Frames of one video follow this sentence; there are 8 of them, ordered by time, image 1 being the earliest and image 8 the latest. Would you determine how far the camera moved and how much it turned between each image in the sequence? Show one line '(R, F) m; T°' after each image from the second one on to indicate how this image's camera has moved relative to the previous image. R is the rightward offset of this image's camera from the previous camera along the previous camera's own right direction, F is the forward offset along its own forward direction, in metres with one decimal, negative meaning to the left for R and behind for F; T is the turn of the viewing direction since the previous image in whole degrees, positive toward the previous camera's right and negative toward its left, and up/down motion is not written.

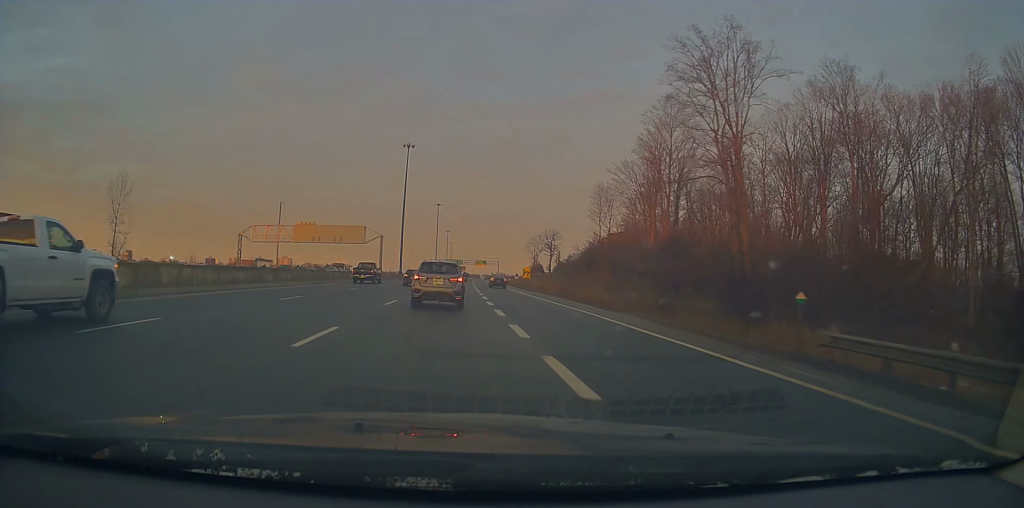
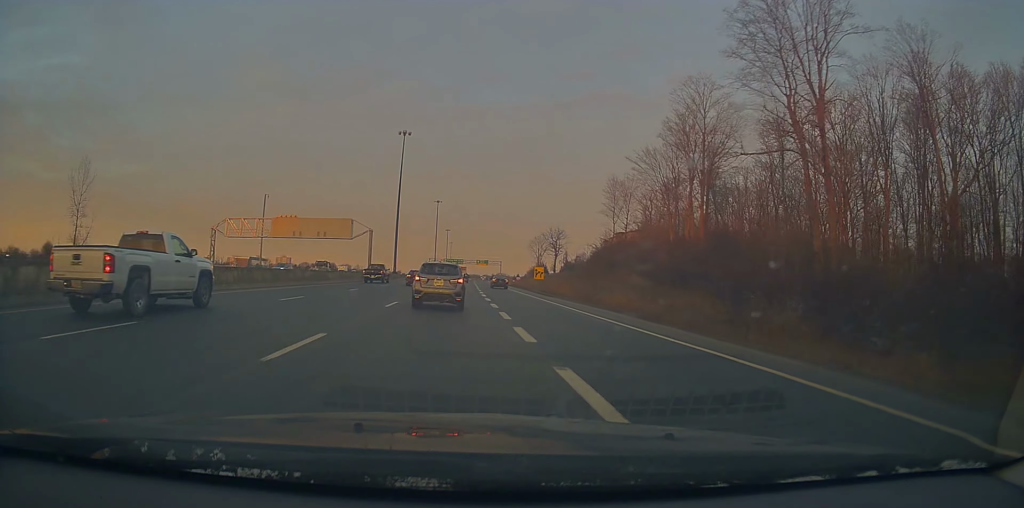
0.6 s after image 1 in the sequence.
(-0.1, +12.4) m; 0°
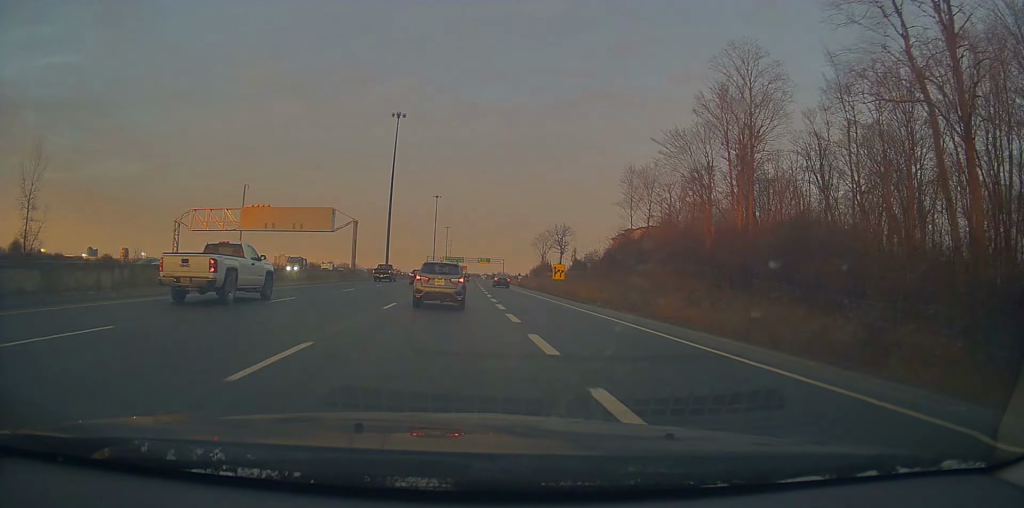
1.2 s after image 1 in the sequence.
(+0.4, +13.2) m; 0°
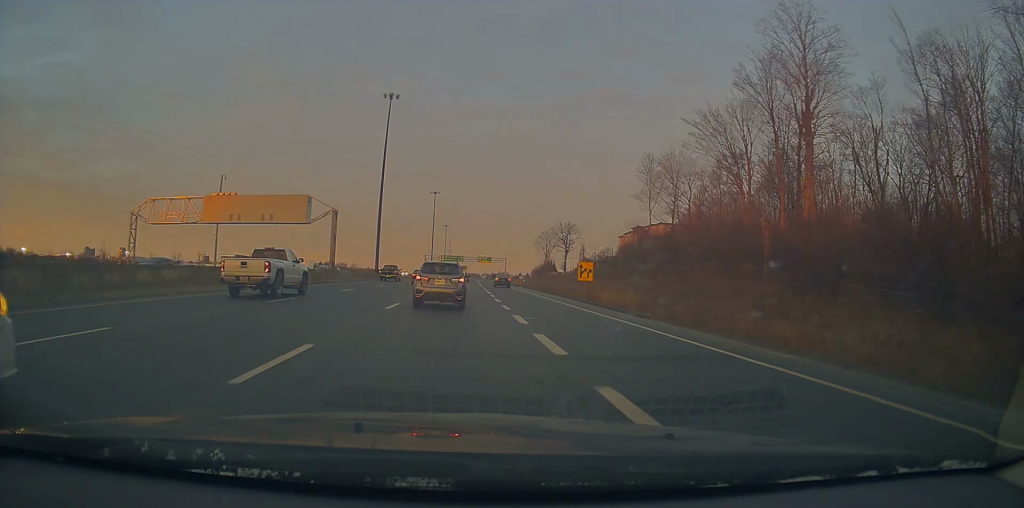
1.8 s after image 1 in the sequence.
(-0.1, +12.0) m; 0°
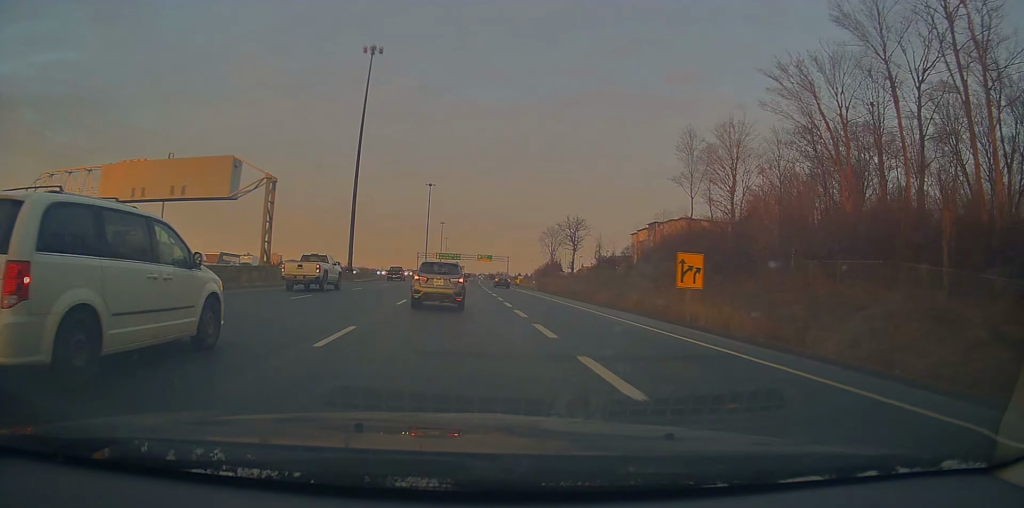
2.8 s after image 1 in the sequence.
(0.0, +20.7) m; +1°
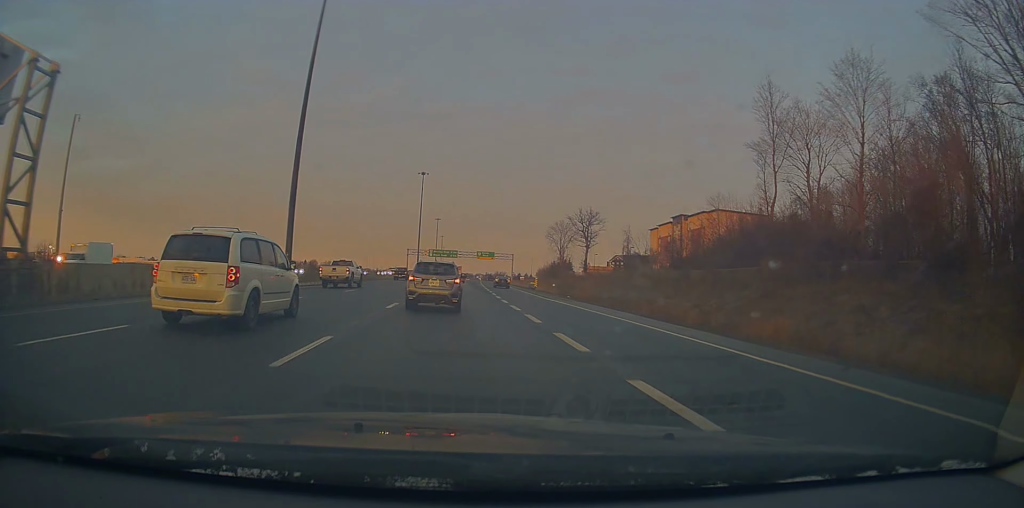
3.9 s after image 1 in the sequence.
(+0.4, +25.4) m; +1°
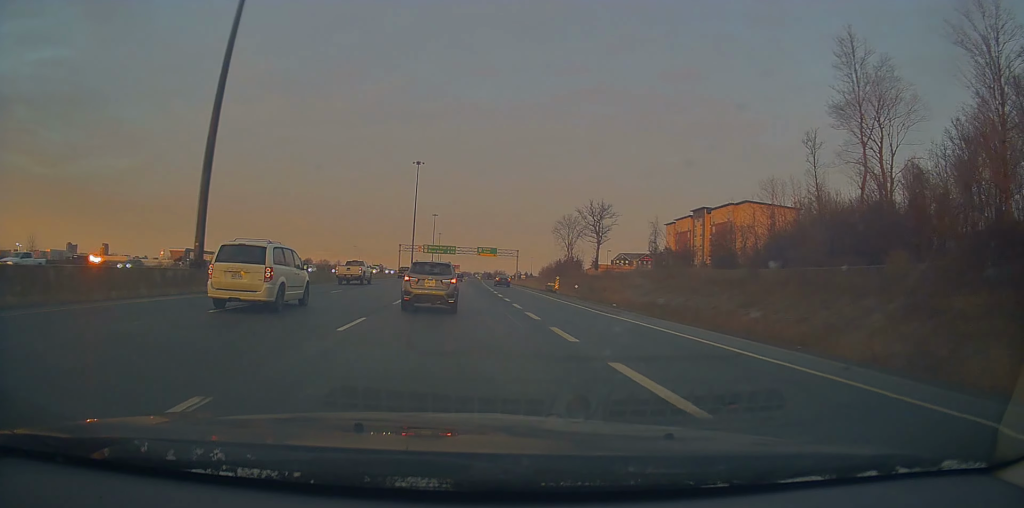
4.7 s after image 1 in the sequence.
(0.0, +16.7) m; 0°
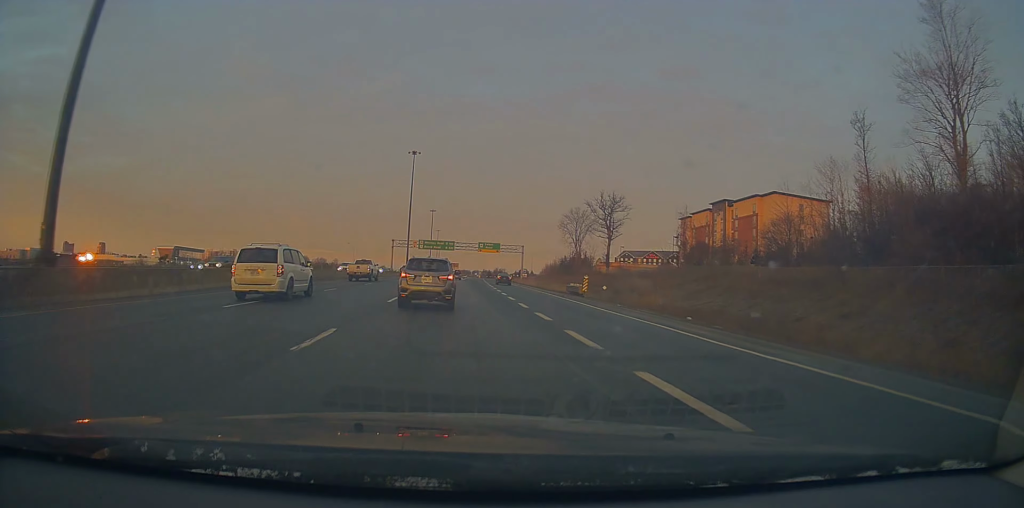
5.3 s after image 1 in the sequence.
(+0.2, +13.1) m; -1°
